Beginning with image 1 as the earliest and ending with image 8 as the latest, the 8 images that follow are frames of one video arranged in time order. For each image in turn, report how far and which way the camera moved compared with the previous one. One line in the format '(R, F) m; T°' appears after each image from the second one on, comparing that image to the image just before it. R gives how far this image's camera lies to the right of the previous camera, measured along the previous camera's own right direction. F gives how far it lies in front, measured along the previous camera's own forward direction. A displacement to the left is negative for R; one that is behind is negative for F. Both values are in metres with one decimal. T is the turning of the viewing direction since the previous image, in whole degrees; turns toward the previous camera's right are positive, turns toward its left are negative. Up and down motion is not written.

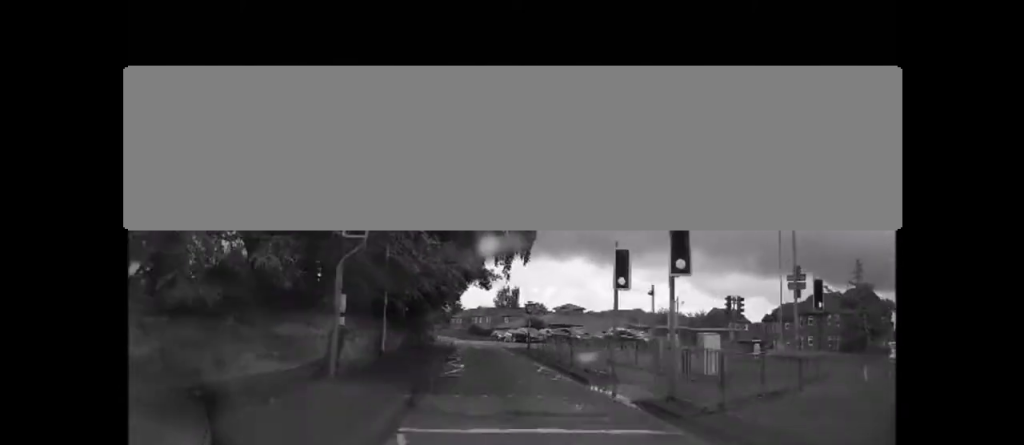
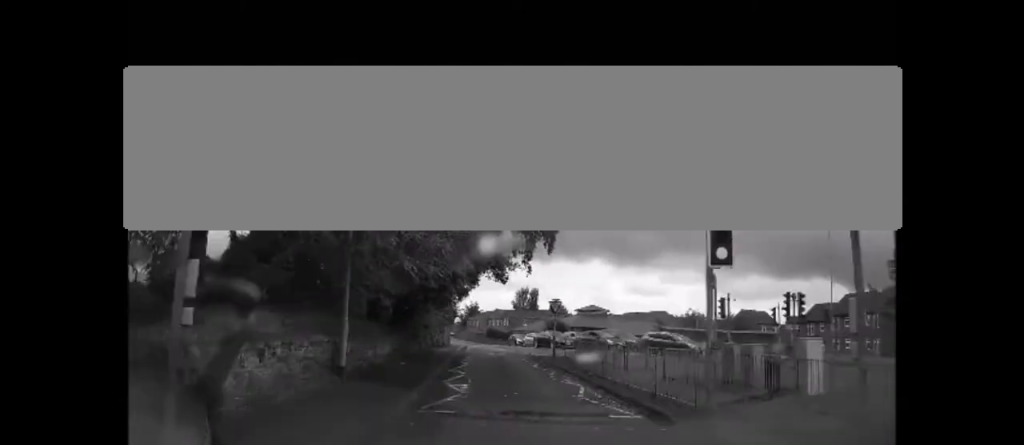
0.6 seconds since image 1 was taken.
(-0.1, +5.2) m; -2°
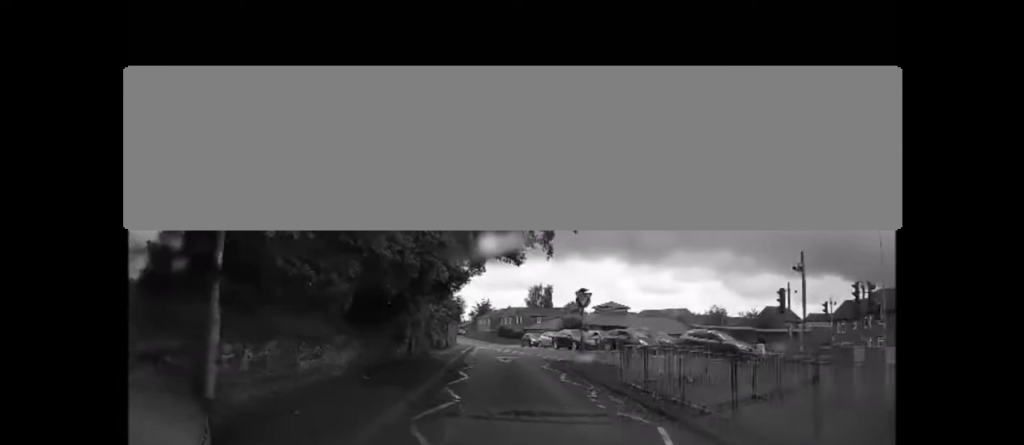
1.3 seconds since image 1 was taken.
(-0.1, +5.1) m; 0°
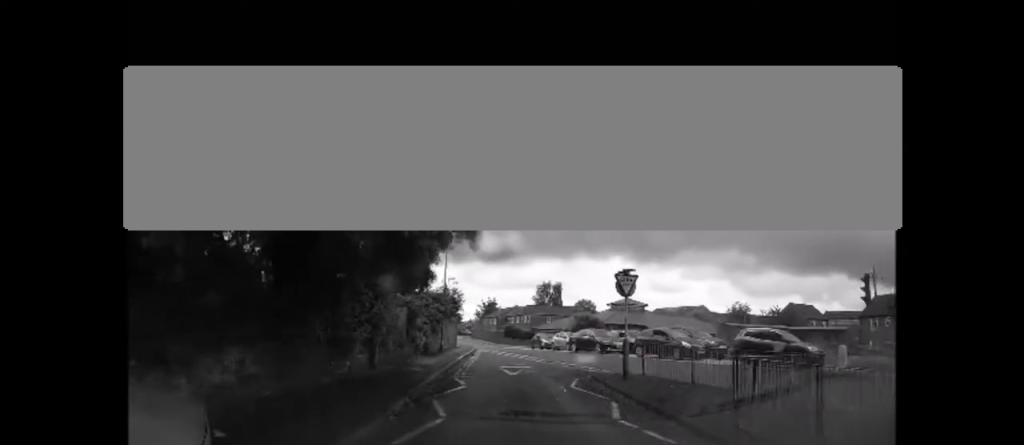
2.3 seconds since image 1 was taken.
(0.0, +5.9) m; 0°
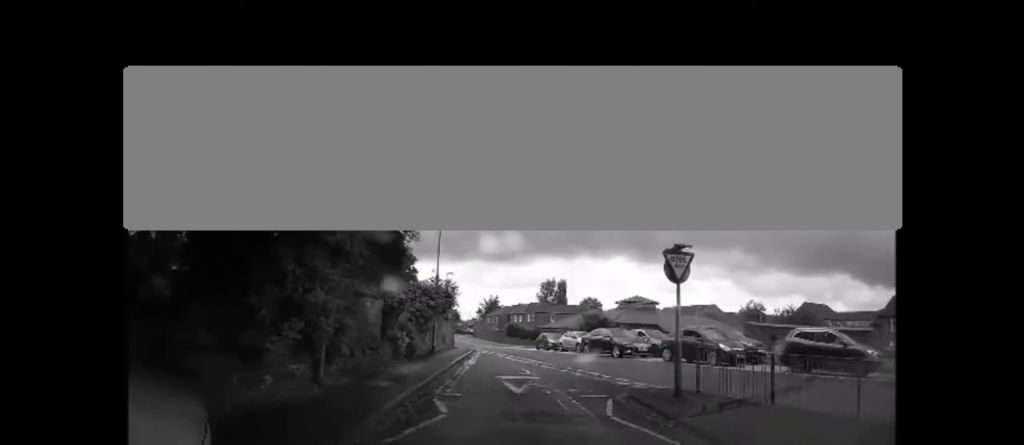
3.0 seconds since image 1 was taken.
(+0.1, +3.8) m; -1°
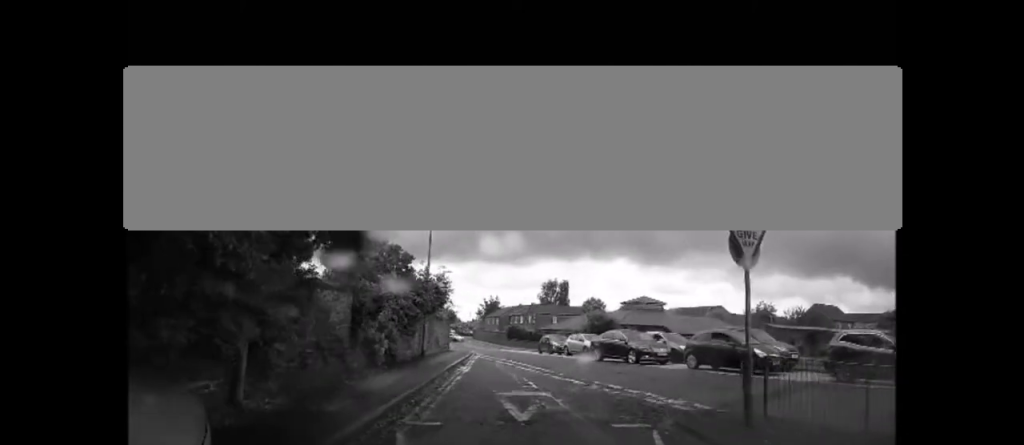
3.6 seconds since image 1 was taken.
(-0.1, +2.7) m; -2°
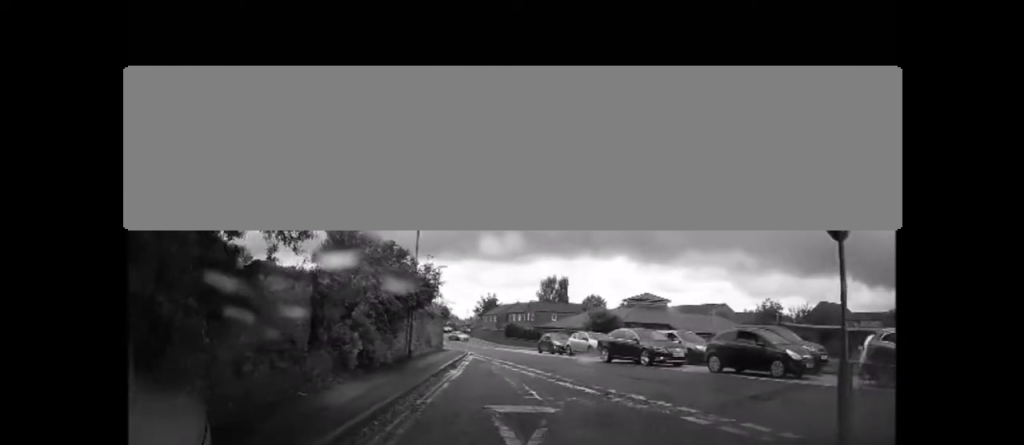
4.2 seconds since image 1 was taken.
(0.0, +2.1) m; -1°
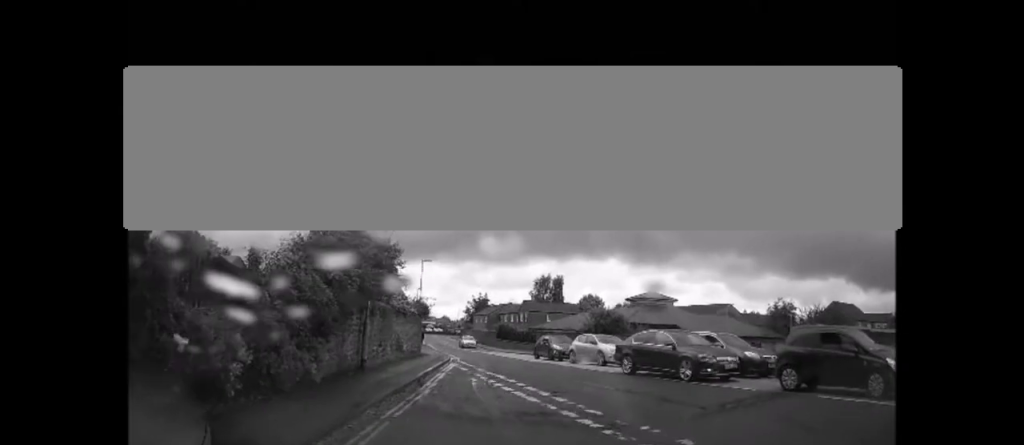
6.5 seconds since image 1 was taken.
(0.0, +6.2) m; 0°
